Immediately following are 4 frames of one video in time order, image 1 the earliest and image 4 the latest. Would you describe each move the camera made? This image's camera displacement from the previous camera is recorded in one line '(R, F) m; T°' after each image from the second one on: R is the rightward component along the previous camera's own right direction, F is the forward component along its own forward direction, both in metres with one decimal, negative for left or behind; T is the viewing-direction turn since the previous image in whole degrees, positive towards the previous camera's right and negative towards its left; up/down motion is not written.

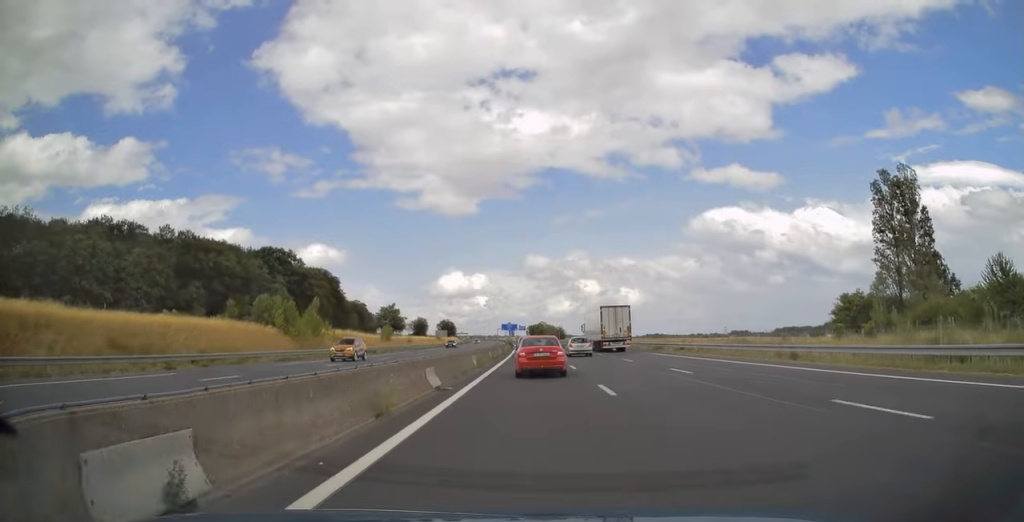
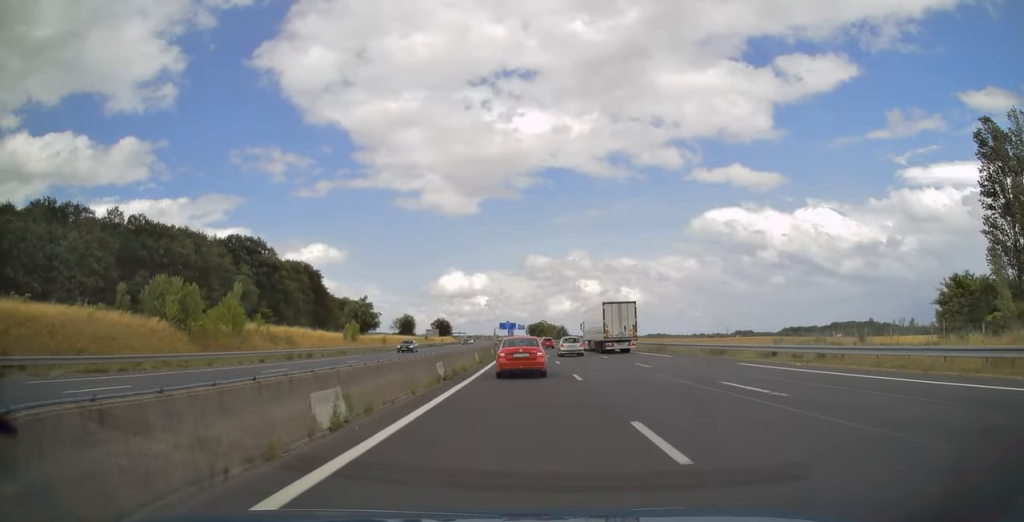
(-0.1, +20.3) m; 0°
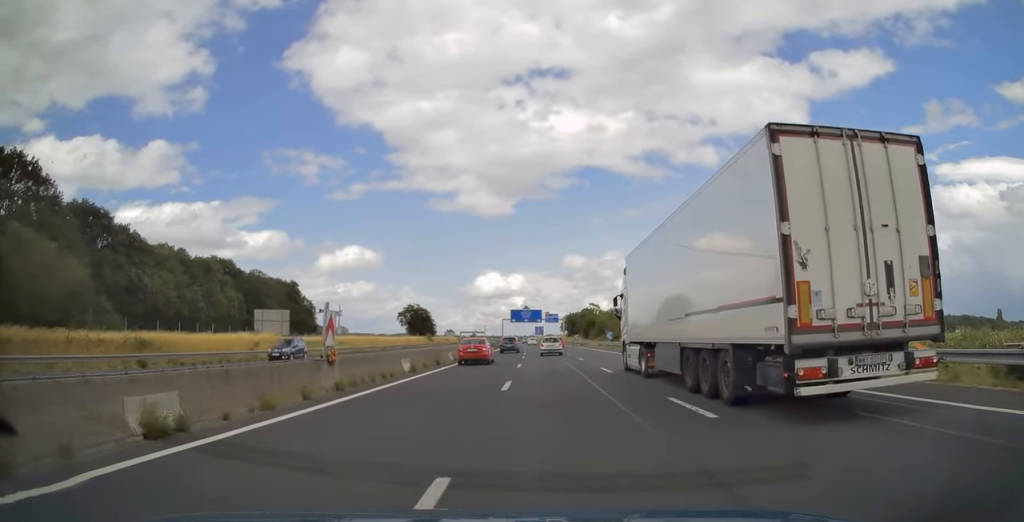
(-4.1, +145.9) m; -4°
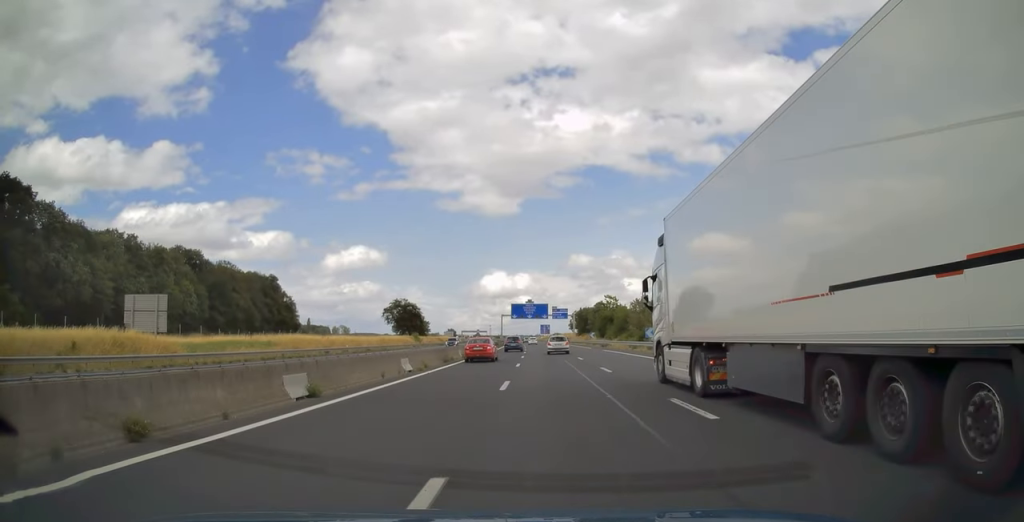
(-0.3, +26.1) m; -1°
